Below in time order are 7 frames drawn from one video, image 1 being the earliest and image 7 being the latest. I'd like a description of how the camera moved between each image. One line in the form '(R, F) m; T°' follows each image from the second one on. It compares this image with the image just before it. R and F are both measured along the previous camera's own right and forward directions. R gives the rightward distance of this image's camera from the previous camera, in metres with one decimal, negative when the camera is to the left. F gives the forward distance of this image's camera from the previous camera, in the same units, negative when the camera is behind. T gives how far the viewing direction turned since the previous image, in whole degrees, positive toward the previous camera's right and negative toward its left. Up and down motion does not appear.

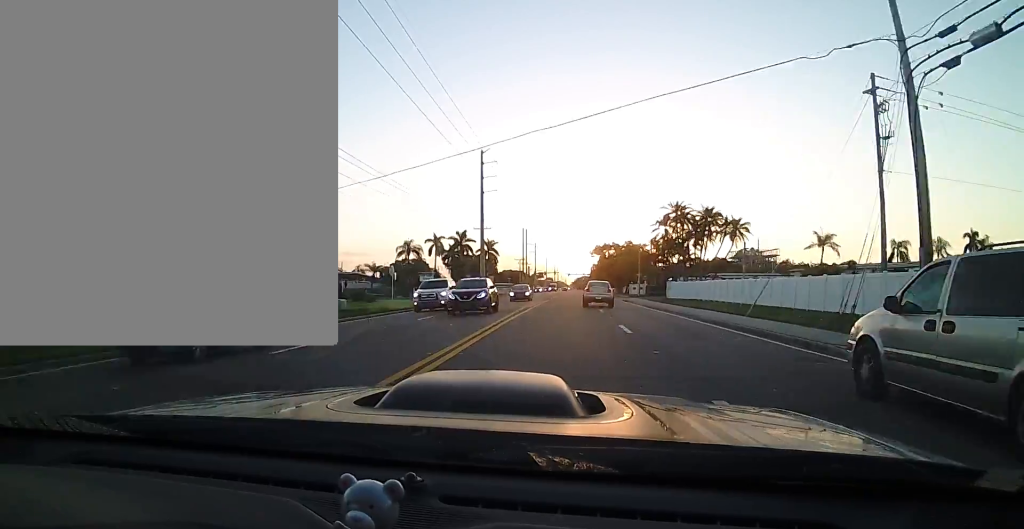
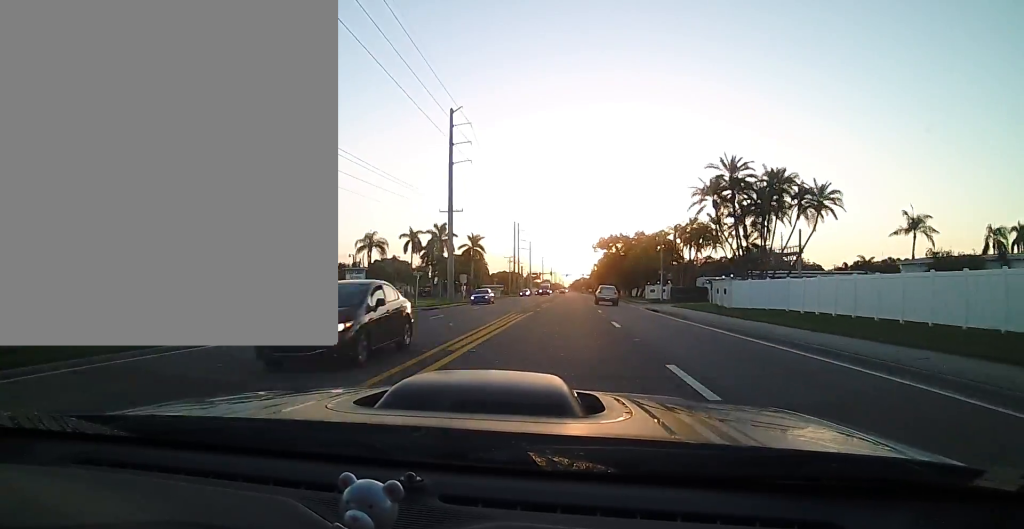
(+0.1, +21.3) m; +1°
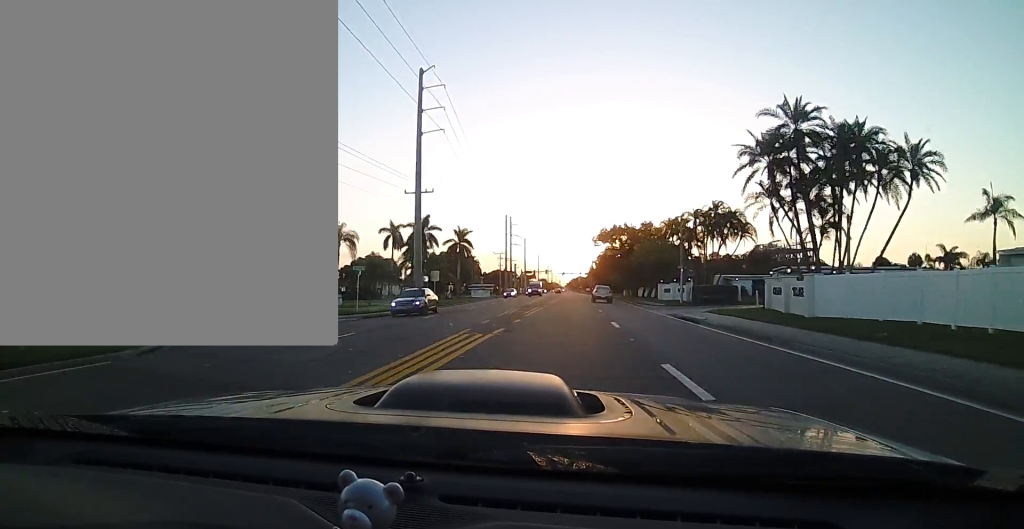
(+0.3, +12.3) m; 0°
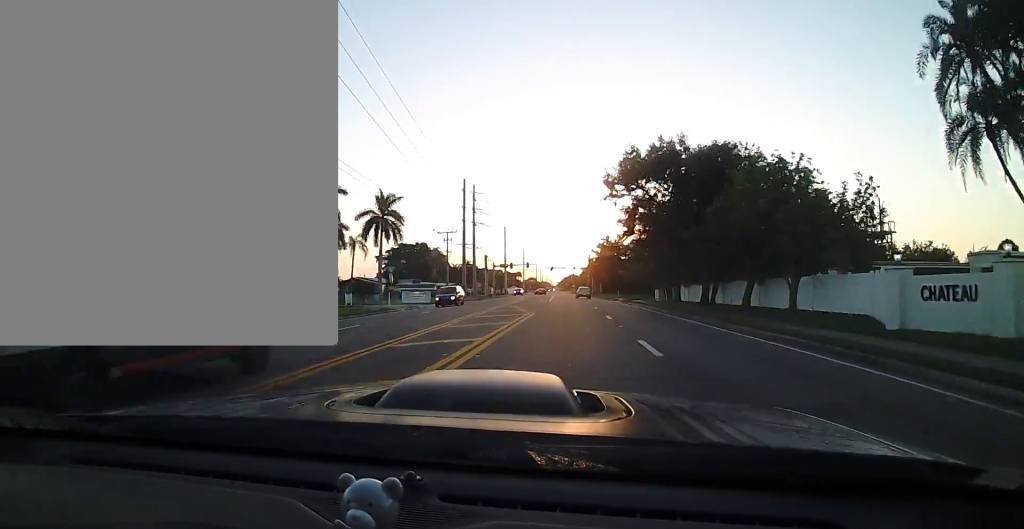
(0.0, +44.5) m; 0°
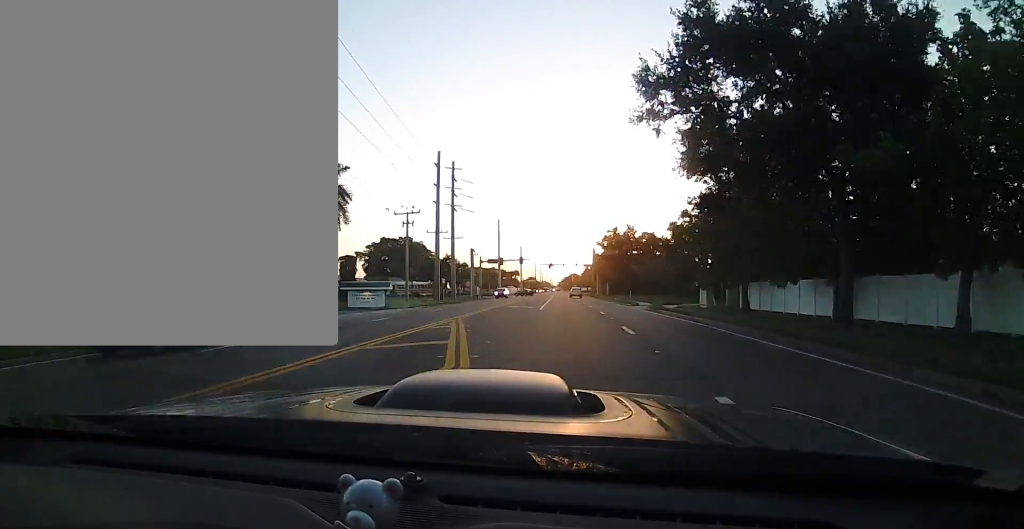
(-0.3, +19.0) m; 0°
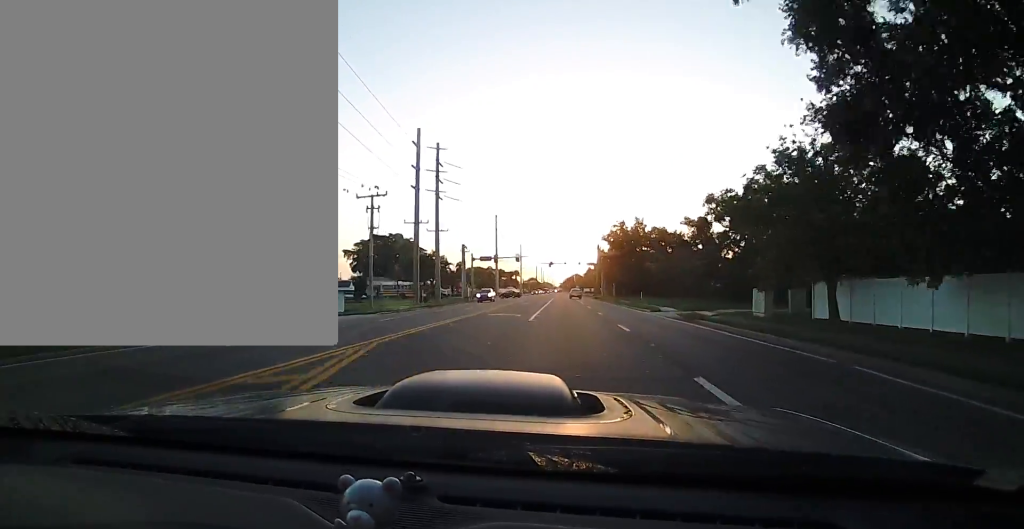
(-0.1, +10.8) m; 0°
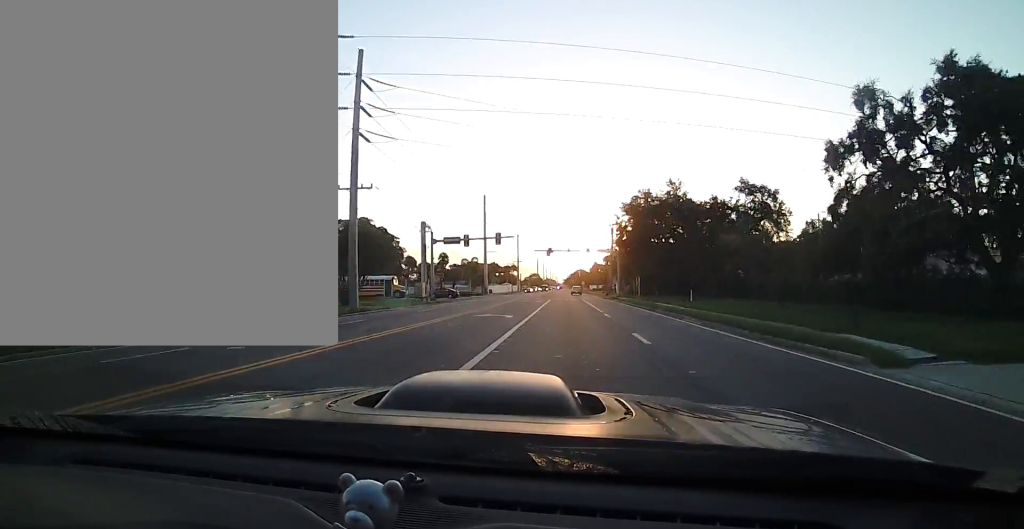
(+0.3, +28.9) m; 0°
